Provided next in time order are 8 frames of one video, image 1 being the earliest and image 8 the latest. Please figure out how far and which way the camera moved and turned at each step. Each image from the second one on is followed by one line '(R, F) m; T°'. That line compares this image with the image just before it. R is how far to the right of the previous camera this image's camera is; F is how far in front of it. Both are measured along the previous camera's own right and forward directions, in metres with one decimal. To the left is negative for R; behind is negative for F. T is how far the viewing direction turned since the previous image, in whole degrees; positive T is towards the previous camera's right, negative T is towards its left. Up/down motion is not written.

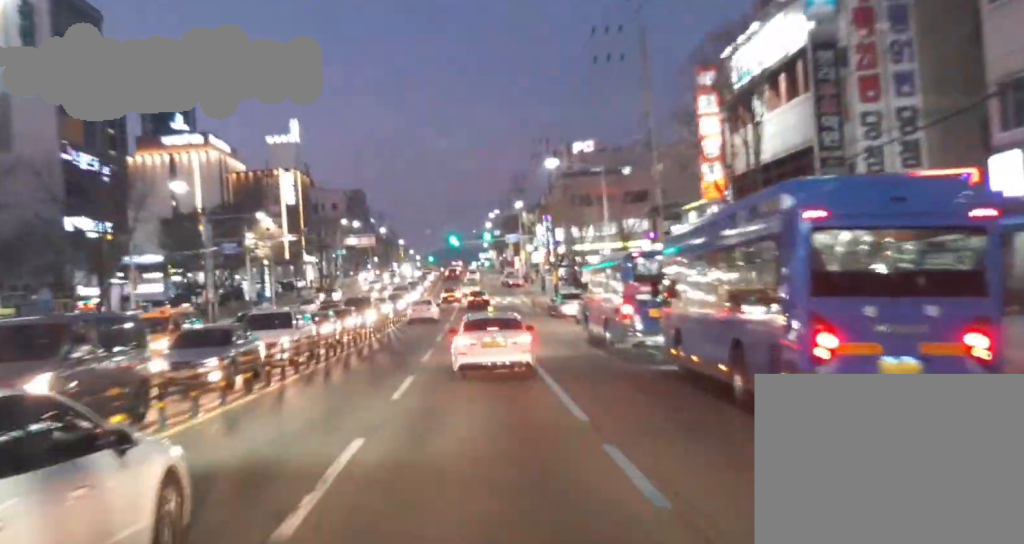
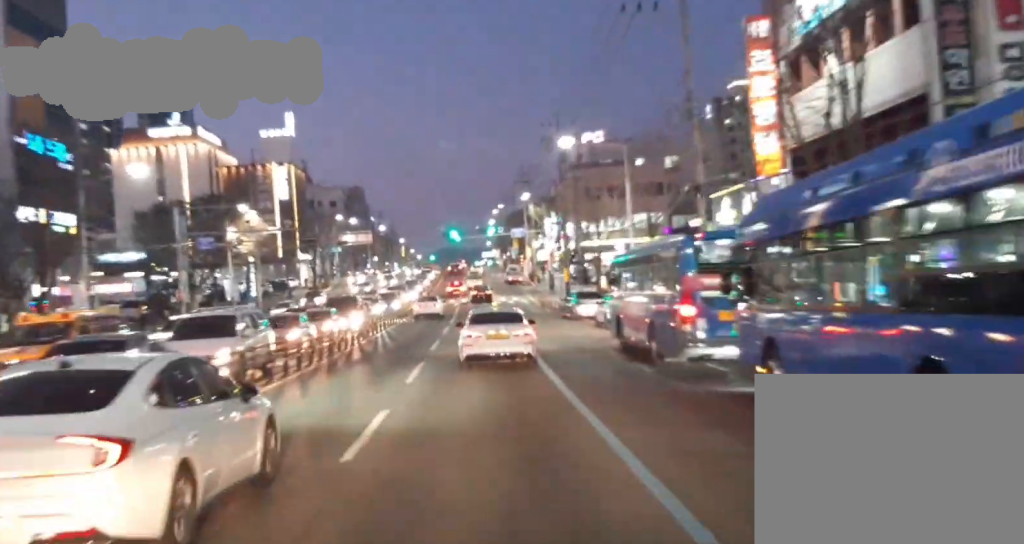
(0.0, +7.2) m; 0°
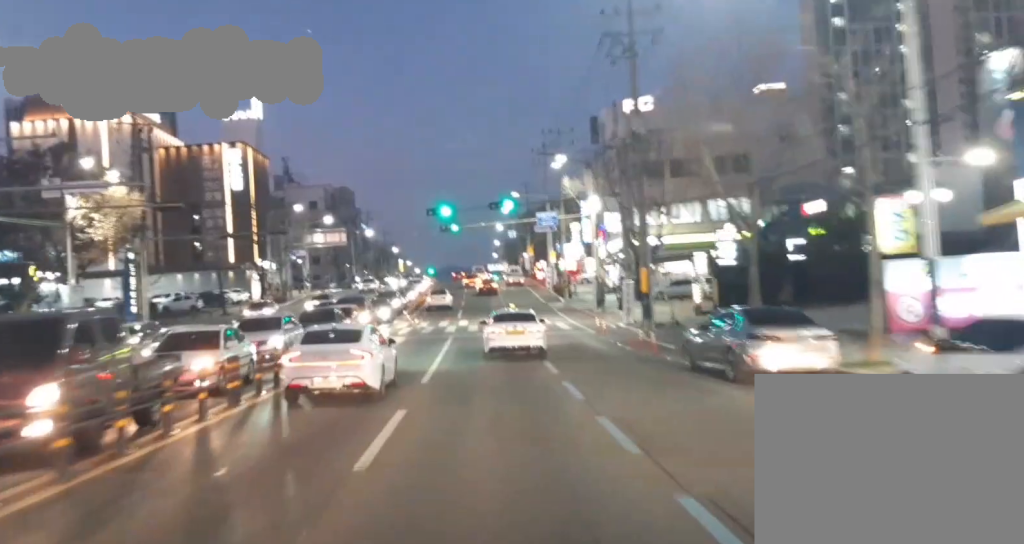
(0.0, +31.3) m; 0°
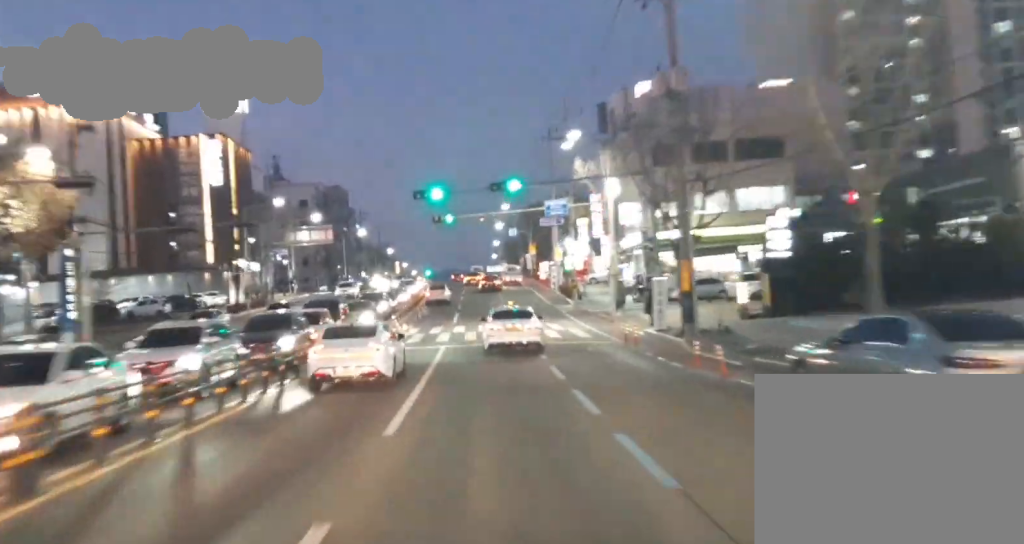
(0.0, +7.8) m; 0°
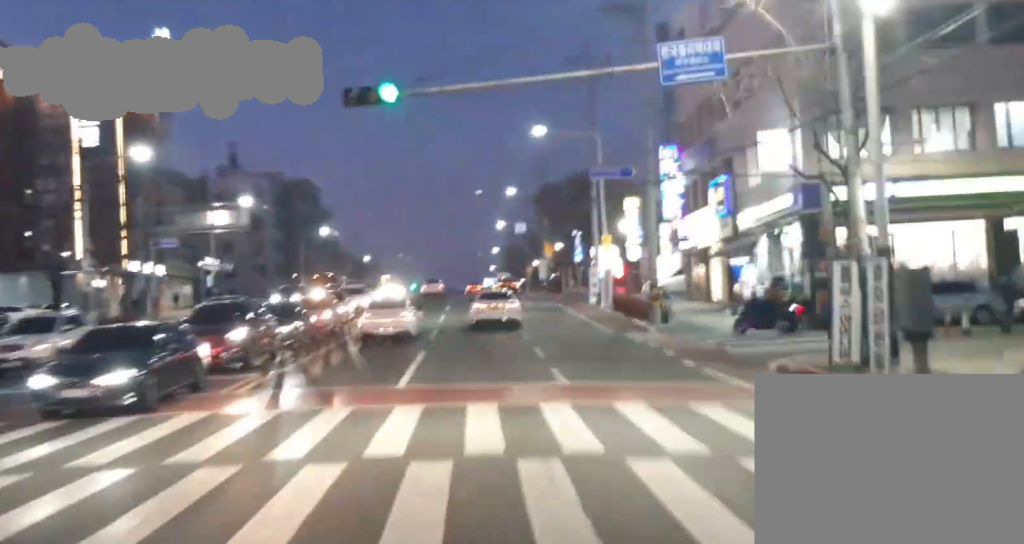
(0.0, +32.1) m; 0°
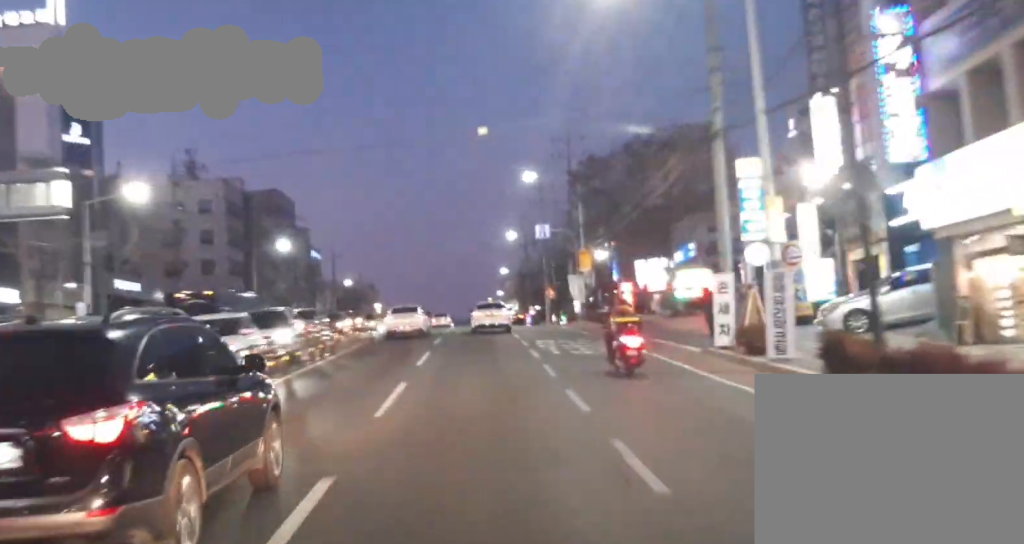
(+0.4, +27.2) m; +2°
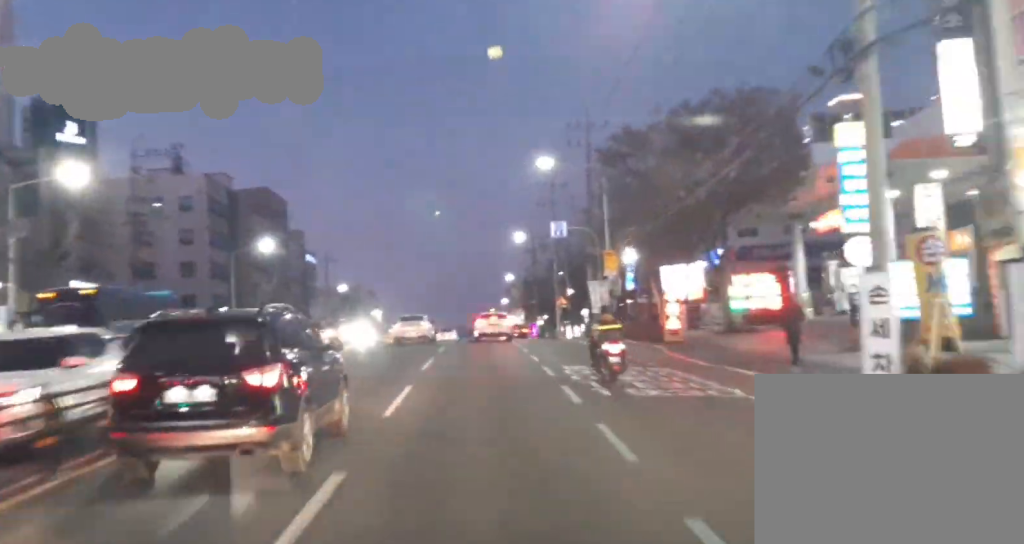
(+0.1, +10.2) m; +1°
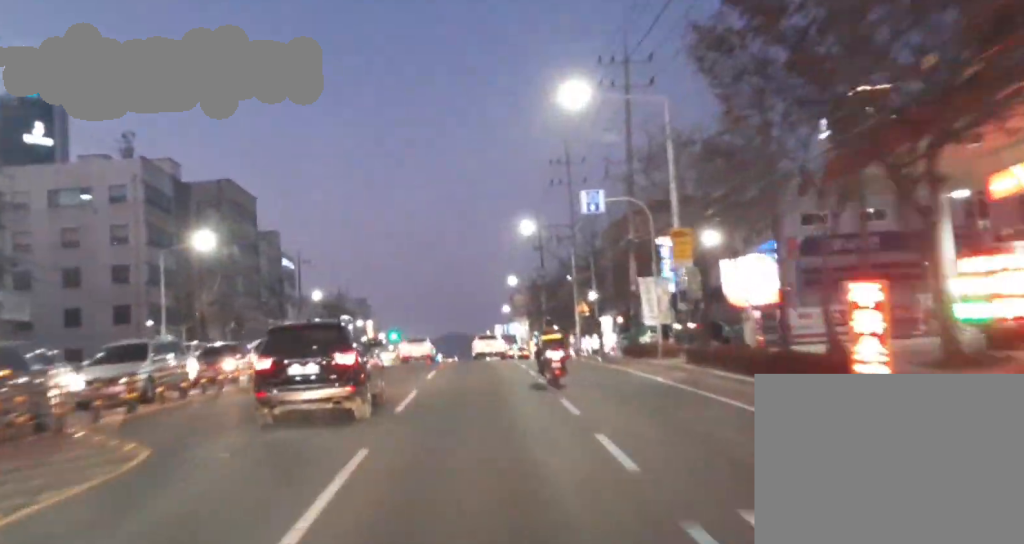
(0.0, +18.3) m; 0°
